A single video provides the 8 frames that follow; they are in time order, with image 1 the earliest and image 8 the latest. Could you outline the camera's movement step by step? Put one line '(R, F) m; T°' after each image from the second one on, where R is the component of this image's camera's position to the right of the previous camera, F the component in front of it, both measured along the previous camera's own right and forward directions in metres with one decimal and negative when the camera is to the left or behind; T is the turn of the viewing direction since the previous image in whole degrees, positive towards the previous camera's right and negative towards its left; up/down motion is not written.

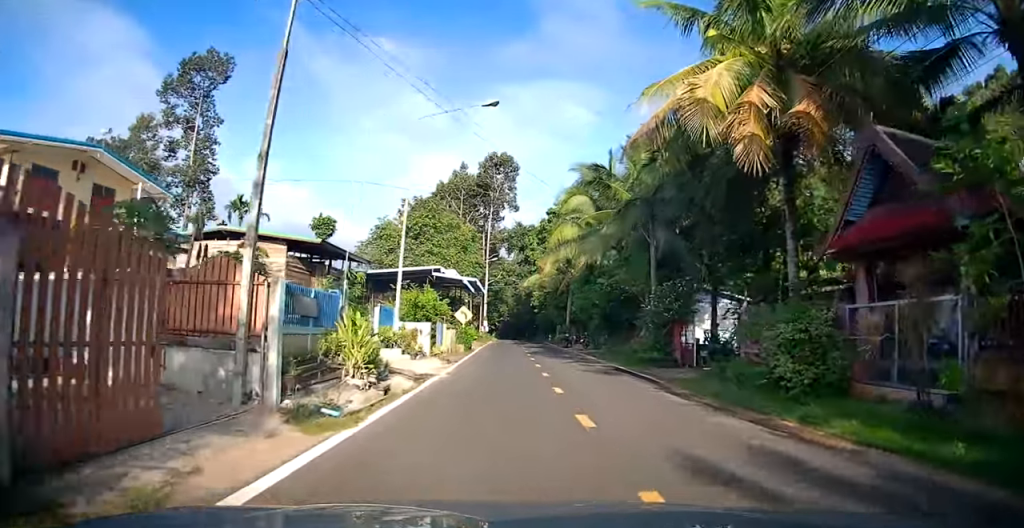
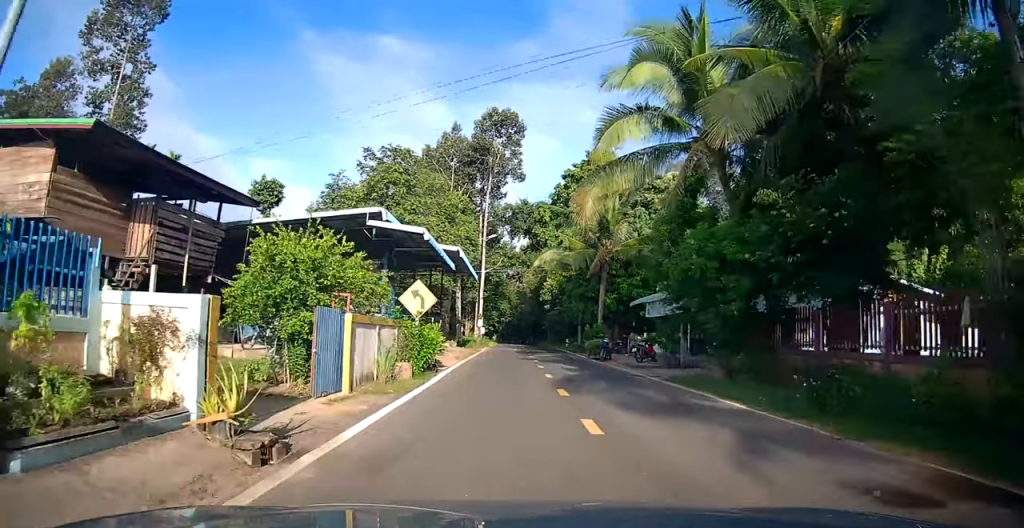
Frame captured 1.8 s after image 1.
(-0.4, +16.6) m; -1°
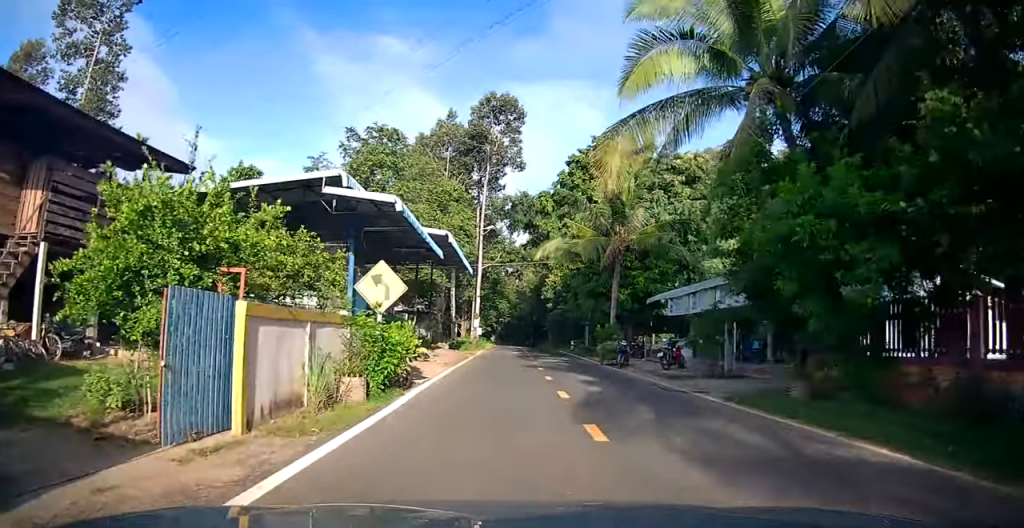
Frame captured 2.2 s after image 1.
(0.0, +4.4) m; 0°
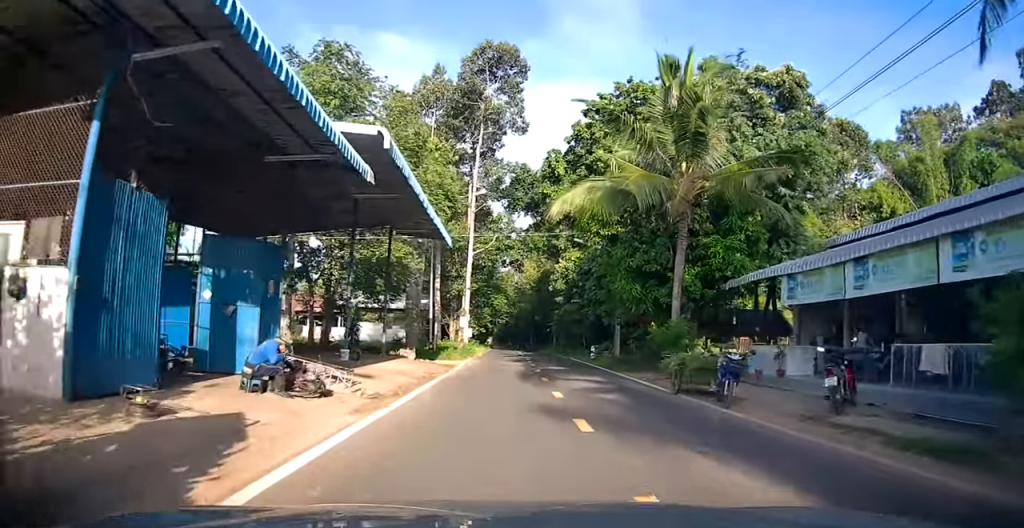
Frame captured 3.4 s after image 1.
(0.0, +11.2) m; +2°
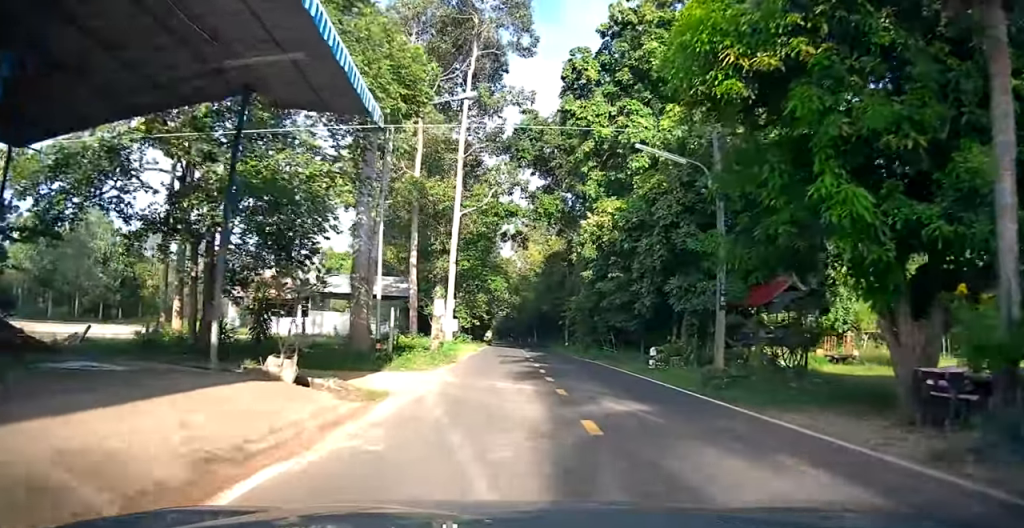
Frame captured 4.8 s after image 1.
(+0.3, +12.4) m; +1°
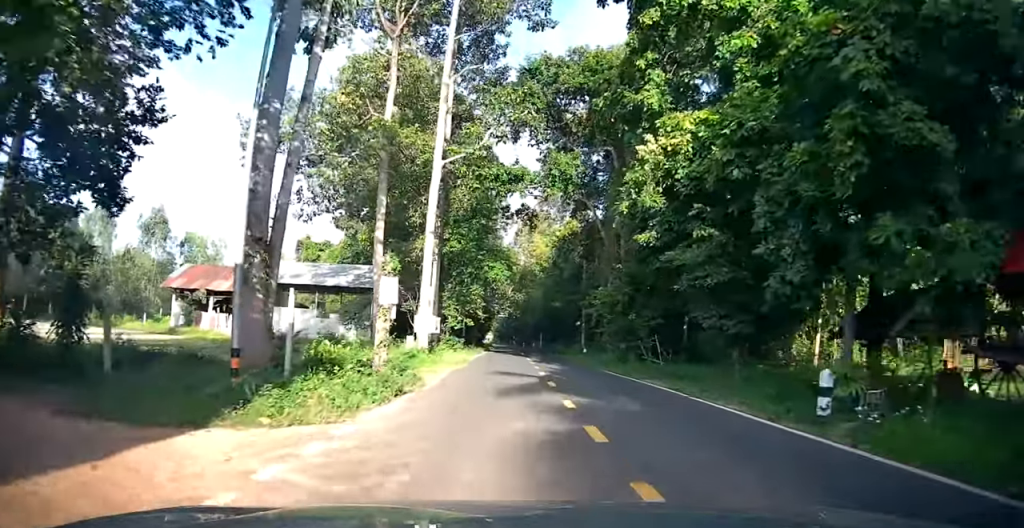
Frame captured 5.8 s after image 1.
(-0.2, +10.2) m; -1°
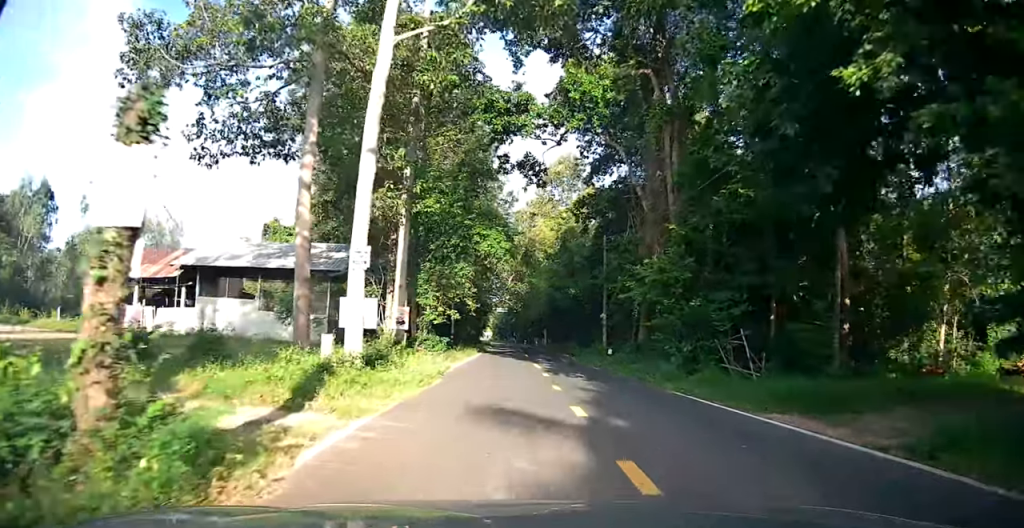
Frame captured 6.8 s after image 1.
(0.0, +9.4) m; 0°
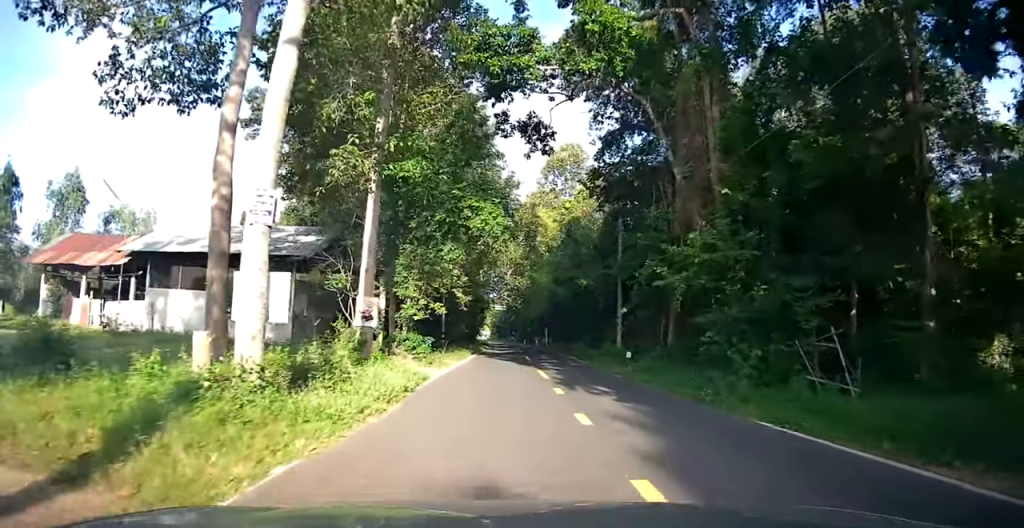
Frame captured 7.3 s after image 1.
(0.0, +4.7) m; 0°
